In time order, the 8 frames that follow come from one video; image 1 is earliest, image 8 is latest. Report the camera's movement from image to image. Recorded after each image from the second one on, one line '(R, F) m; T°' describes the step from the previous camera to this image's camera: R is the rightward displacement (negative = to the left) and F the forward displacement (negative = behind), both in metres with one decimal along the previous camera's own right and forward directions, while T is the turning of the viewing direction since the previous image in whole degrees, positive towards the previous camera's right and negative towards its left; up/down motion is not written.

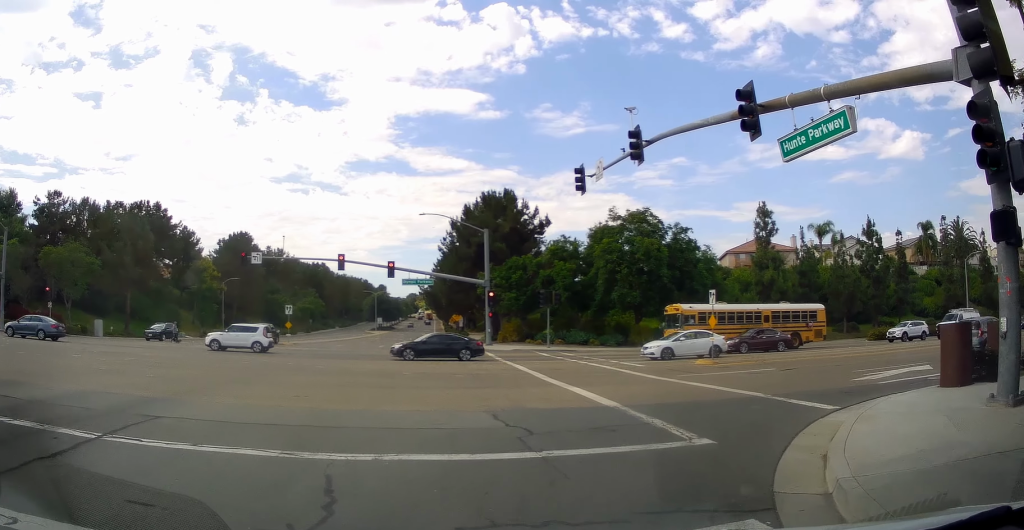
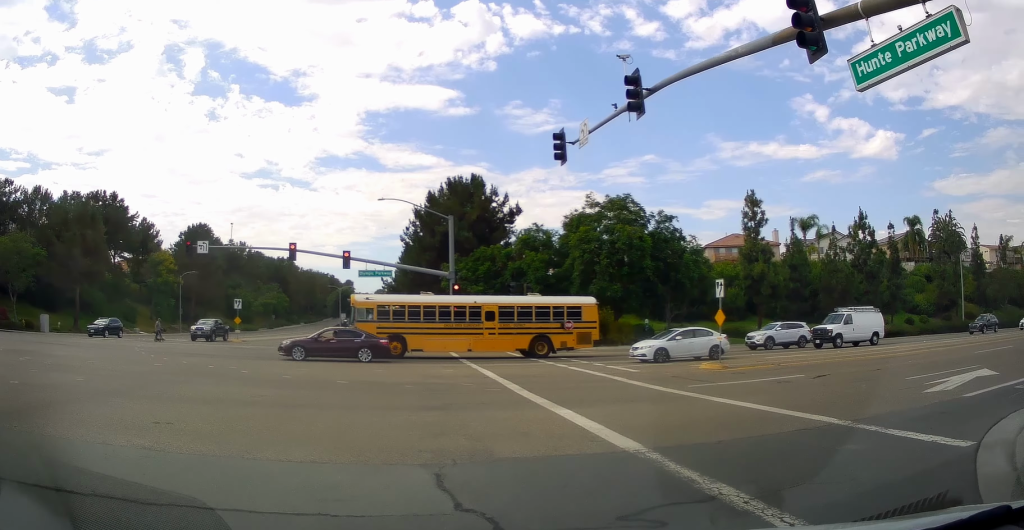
(+0.8, +6.5) m; +14°
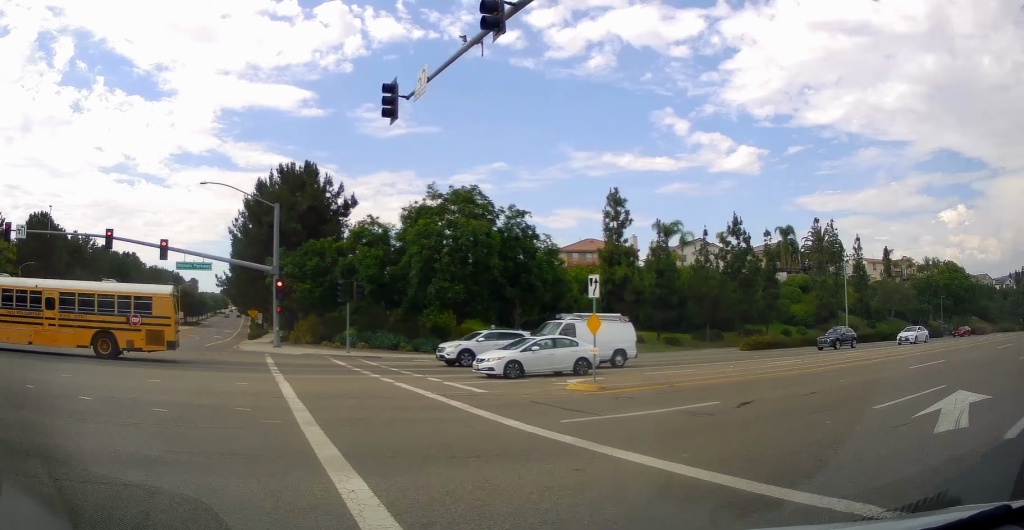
(+0.3, +4.3) m; +12°
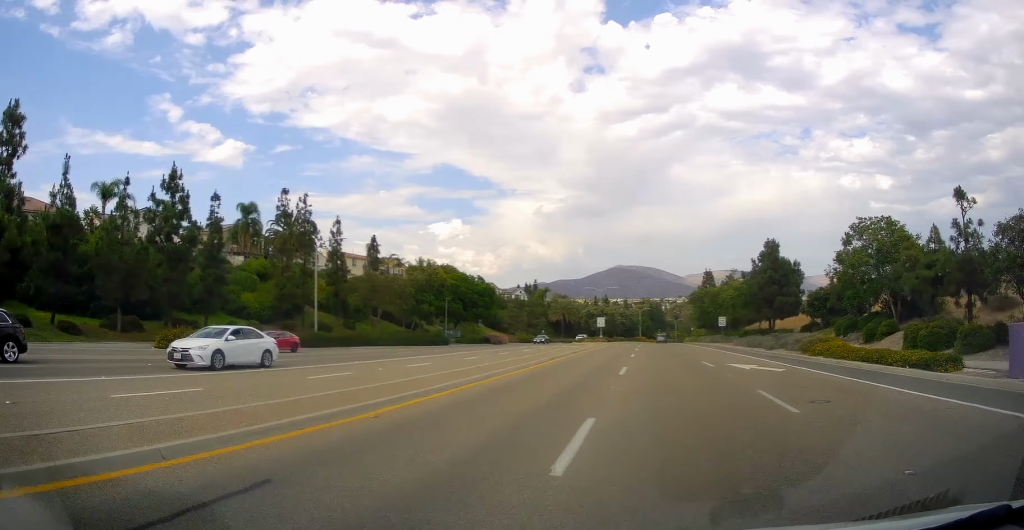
(+3.9, +13.3) m; +33°
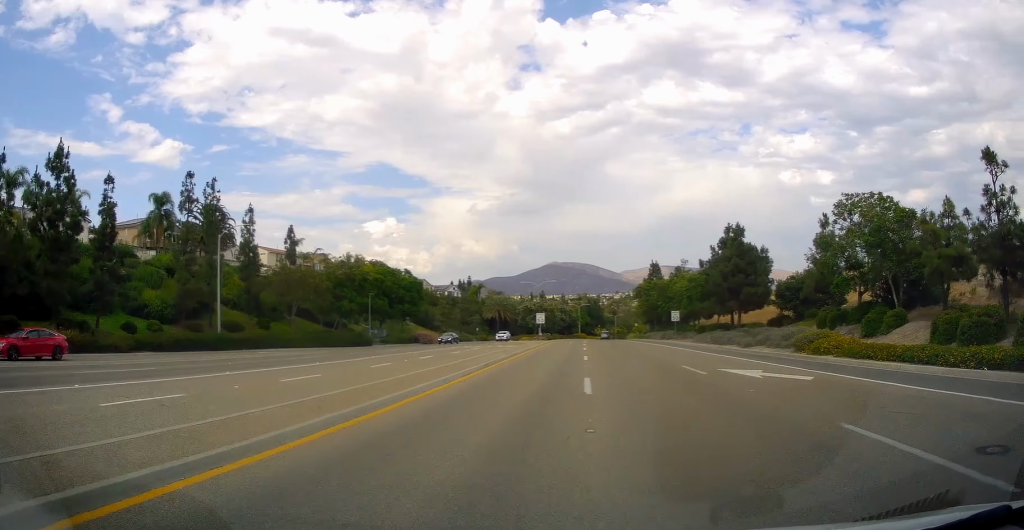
(+0.3, +6.2) m; +9°
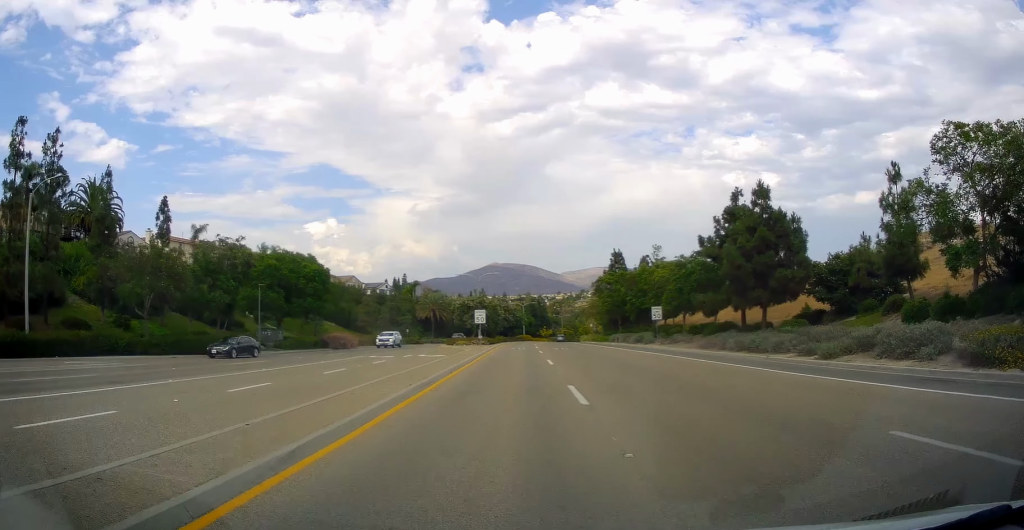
(+1.8, +15.6) m; +6°
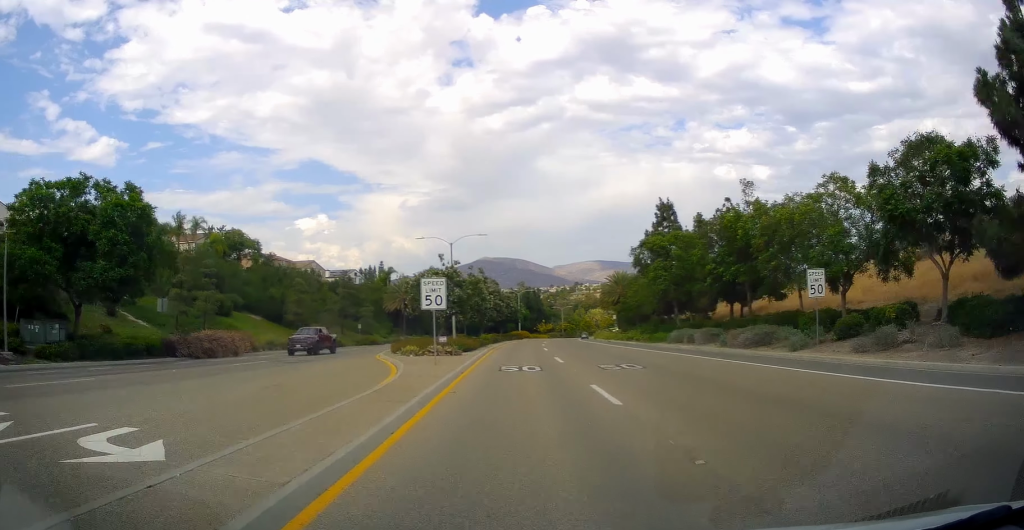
(+0.5, +28.6) m; +2°
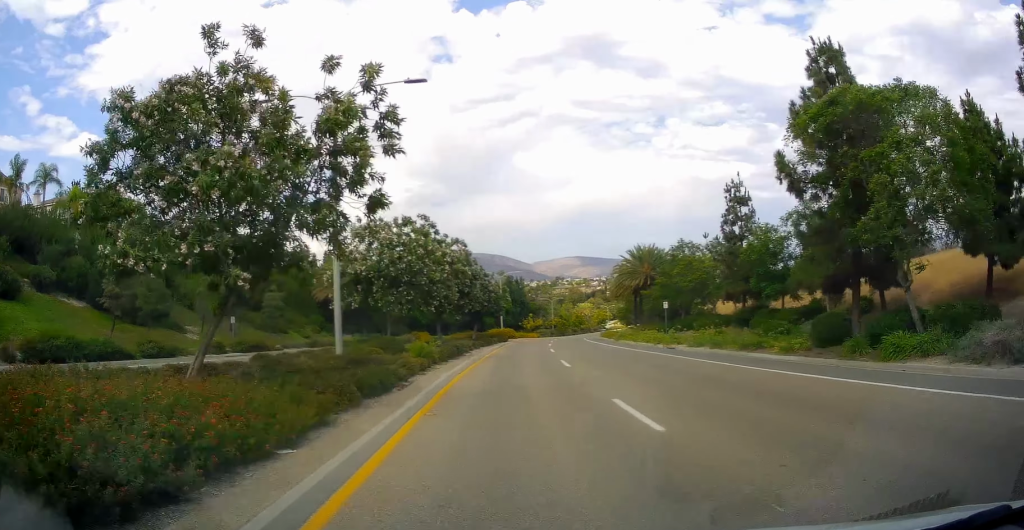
(+0.6, +32.6) m; +2°
